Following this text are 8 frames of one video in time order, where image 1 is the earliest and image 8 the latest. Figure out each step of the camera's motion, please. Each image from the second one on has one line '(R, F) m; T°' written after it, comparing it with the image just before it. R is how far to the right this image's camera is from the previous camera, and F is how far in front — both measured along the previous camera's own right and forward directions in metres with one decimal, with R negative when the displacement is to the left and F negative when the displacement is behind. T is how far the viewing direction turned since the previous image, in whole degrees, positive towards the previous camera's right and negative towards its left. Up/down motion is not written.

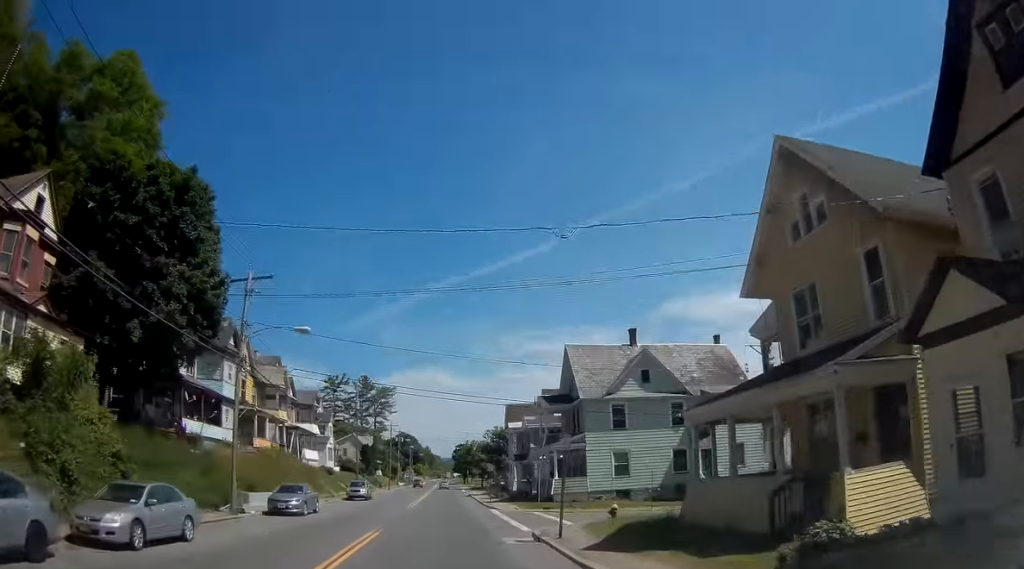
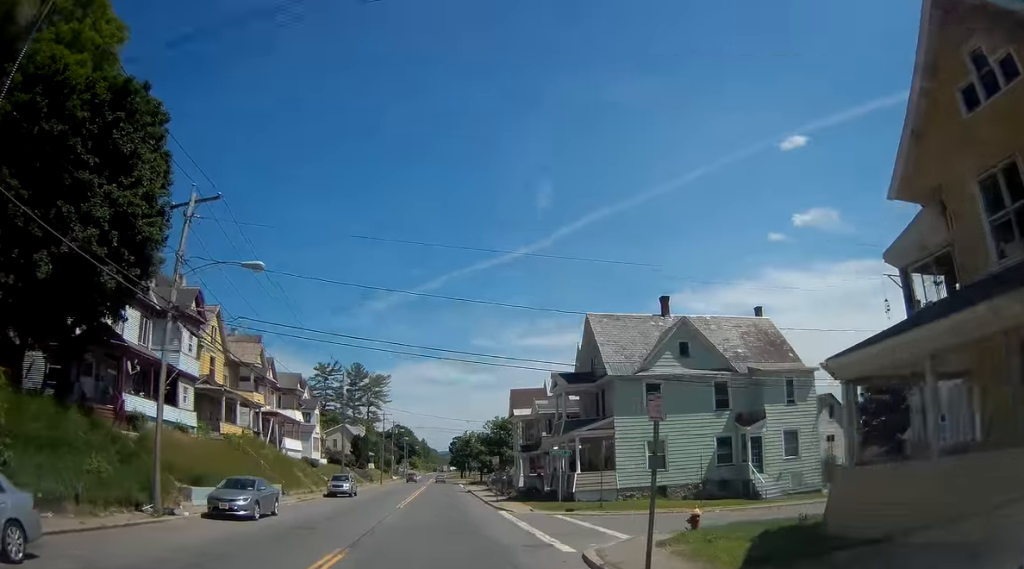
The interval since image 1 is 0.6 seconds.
(+0.2, +7.4) m; +1°
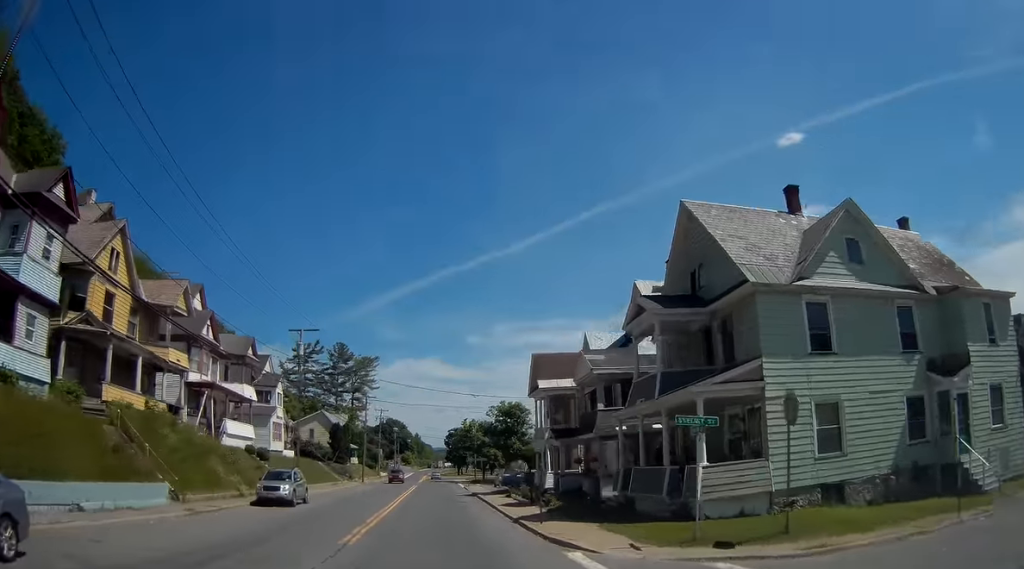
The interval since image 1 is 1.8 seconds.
(-0.1, +16.4) m; 0°
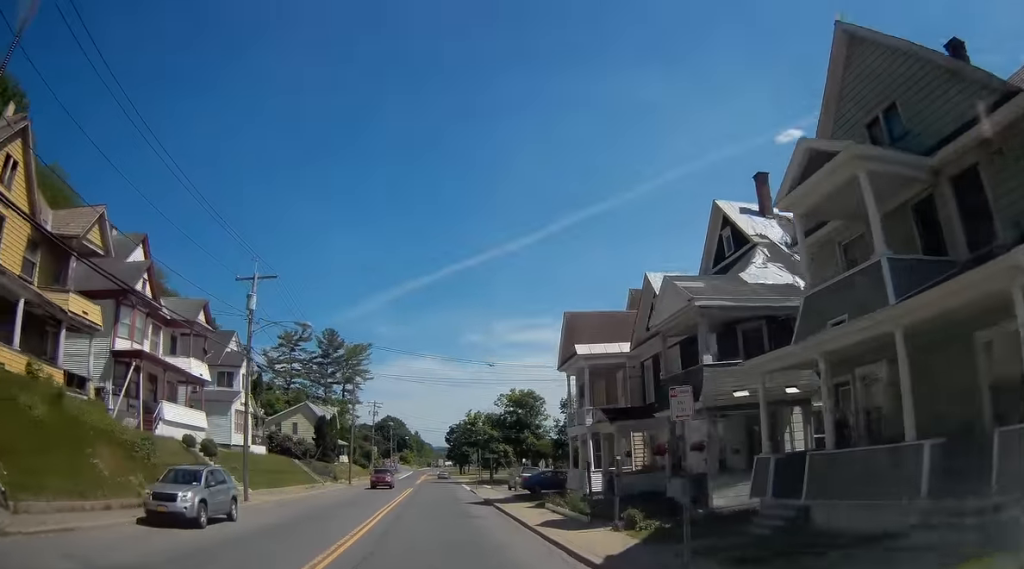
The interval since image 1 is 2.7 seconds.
(+0.1, +11.3) m; -1°
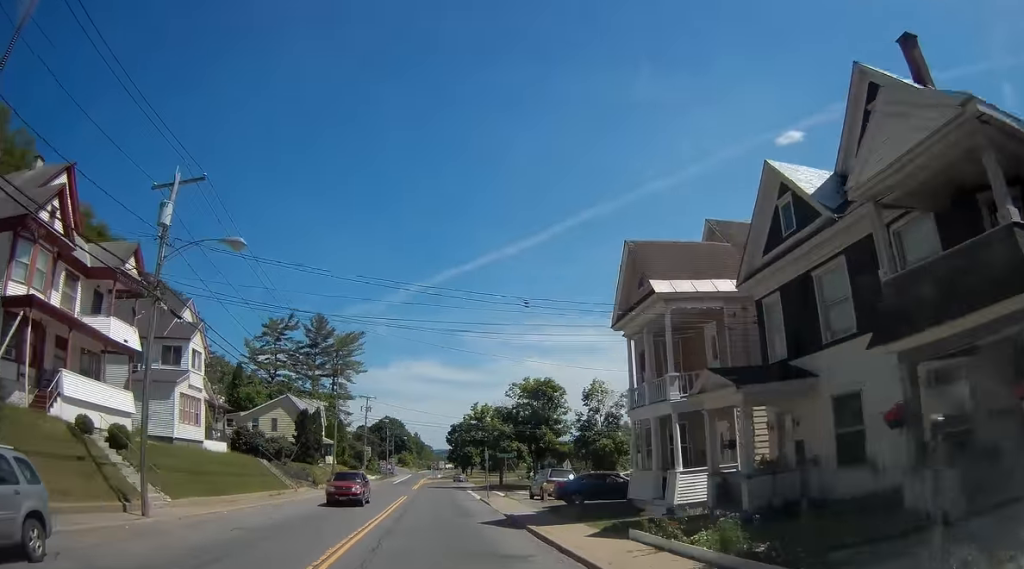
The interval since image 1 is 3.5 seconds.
(-0.3, +10.8) m; +1°
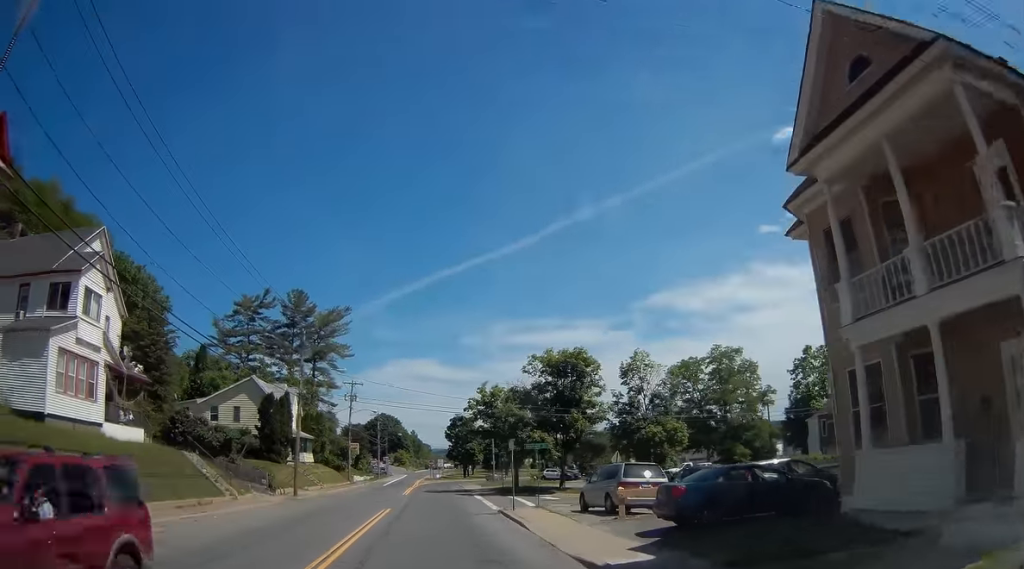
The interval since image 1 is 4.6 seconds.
(+0.6, +13.4) m; 0°
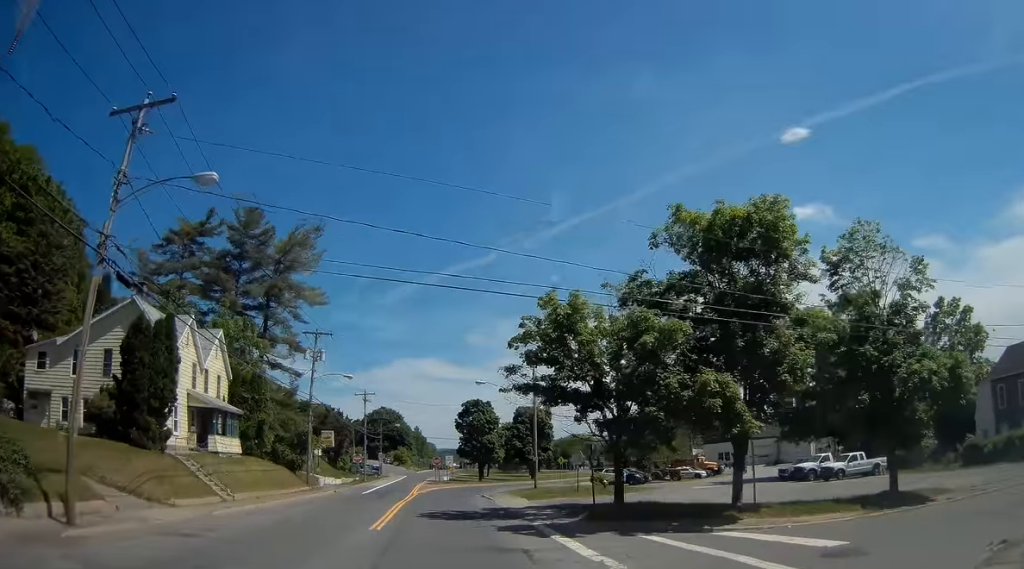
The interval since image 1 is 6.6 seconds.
(-0.5, +26.5) m; 0°
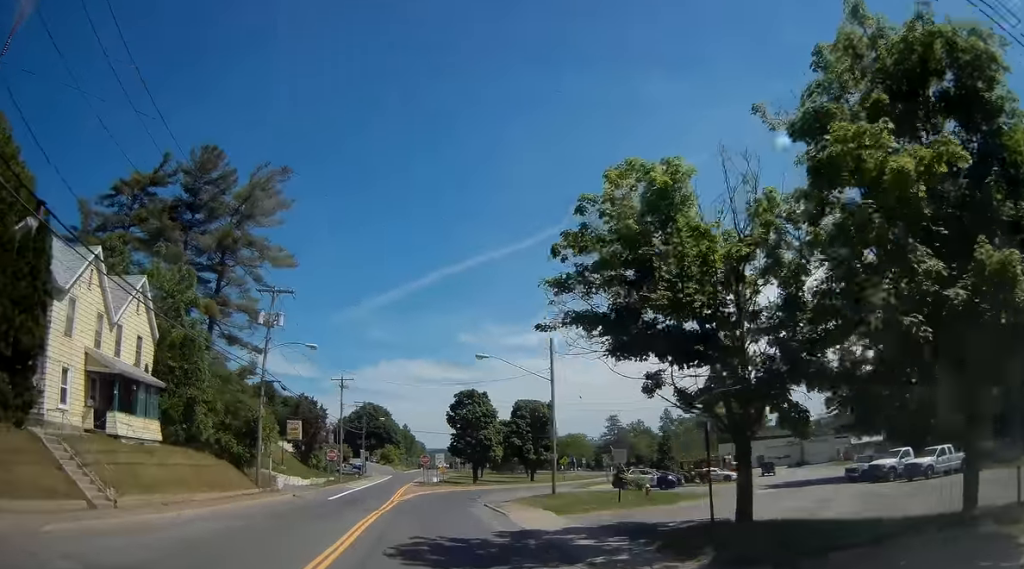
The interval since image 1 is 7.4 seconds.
(-0.1, +10.7) m; 0°
